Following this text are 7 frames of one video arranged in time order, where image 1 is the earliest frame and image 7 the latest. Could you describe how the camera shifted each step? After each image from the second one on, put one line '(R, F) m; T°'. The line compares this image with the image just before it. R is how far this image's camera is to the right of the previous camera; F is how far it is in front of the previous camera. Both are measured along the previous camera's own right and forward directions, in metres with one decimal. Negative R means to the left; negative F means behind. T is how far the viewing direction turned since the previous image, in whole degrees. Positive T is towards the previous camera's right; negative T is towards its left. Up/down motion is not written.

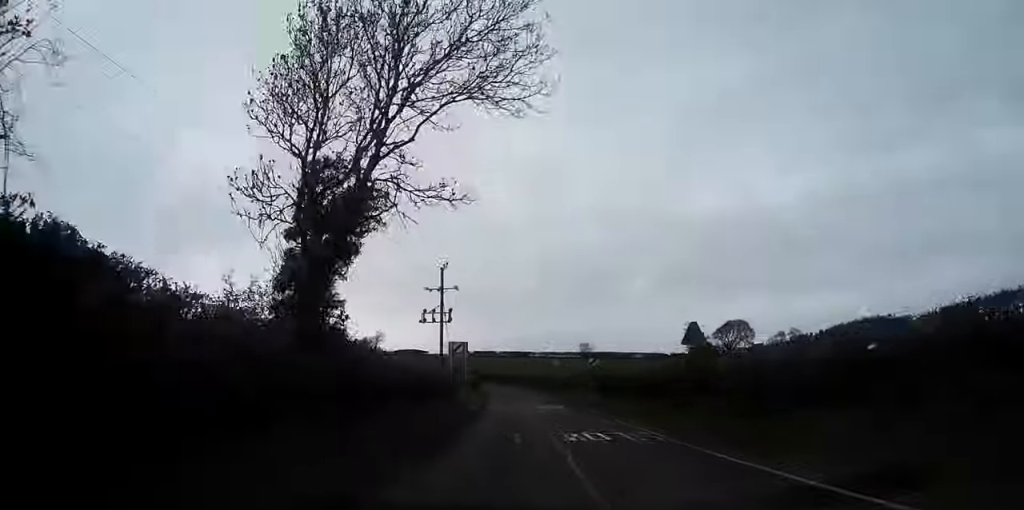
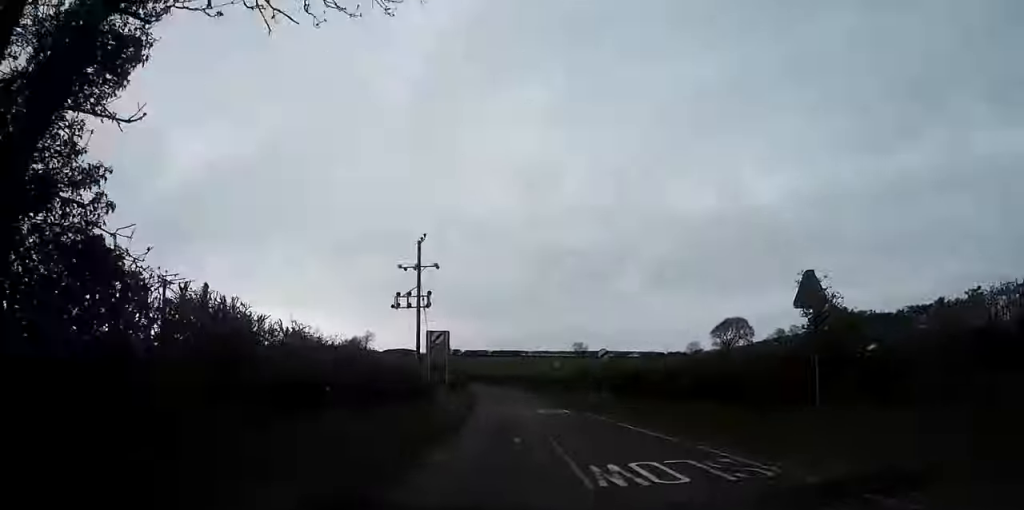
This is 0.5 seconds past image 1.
(+0.3, +8.9) m; +2°
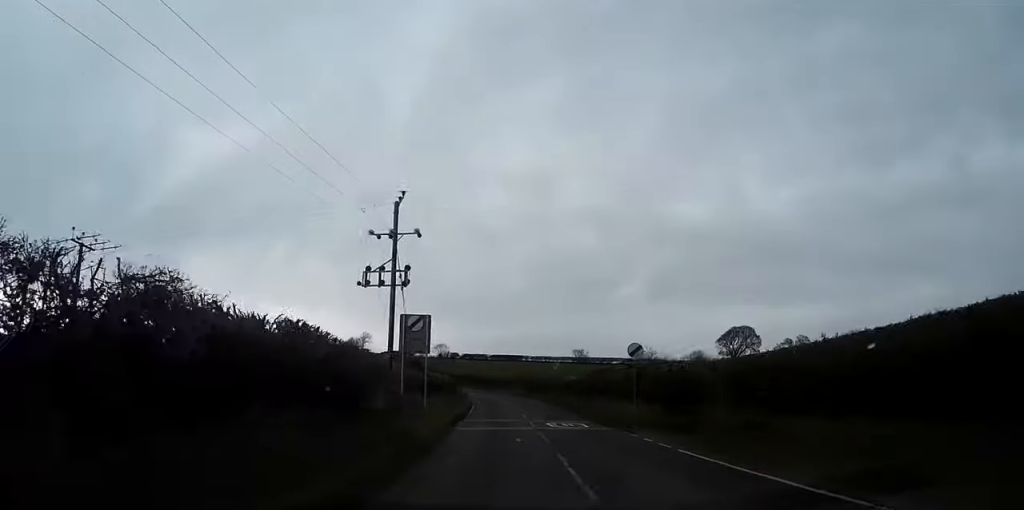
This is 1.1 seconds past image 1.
(+0.3, +9.5) m; +2°
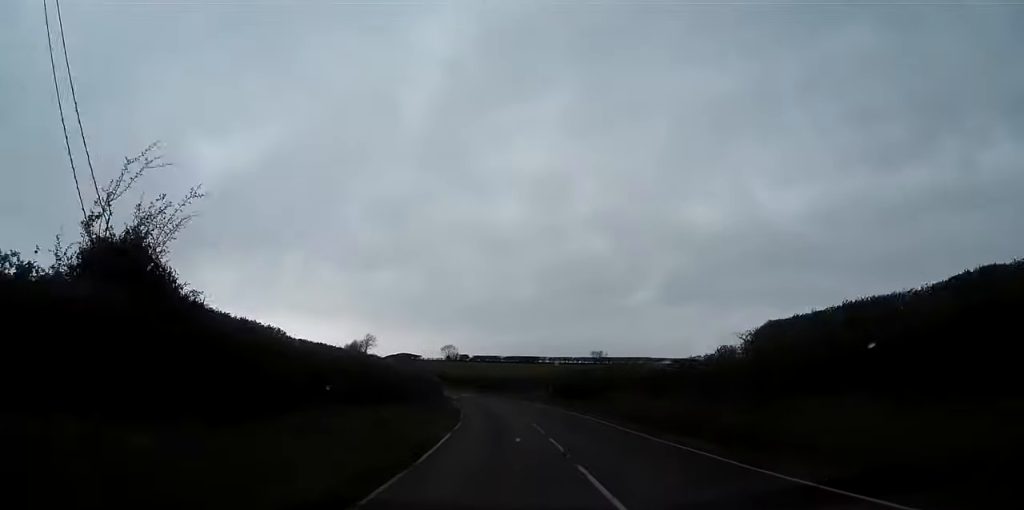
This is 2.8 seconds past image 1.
(-0.2, +29.1) m; -7°
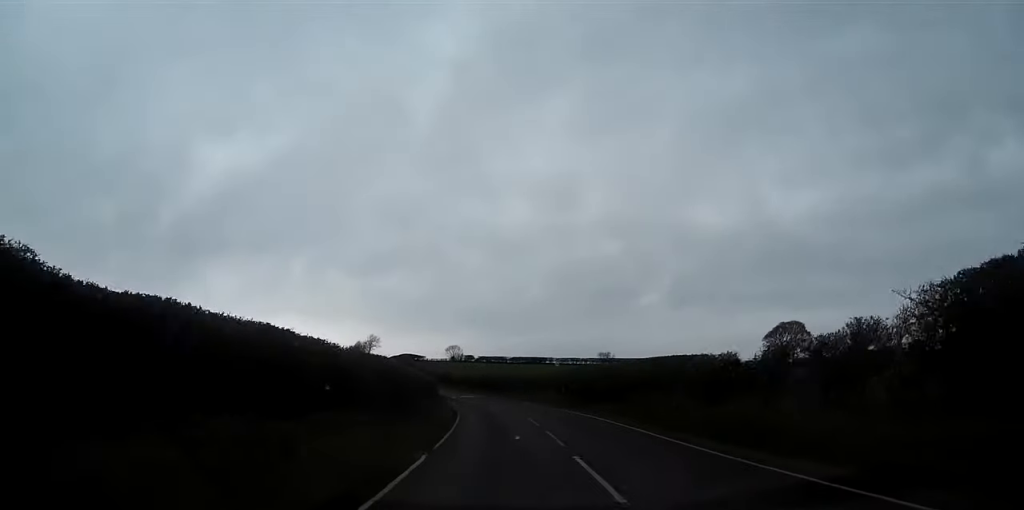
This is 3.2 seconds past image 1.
(+0.5, +7.2) m; -4°
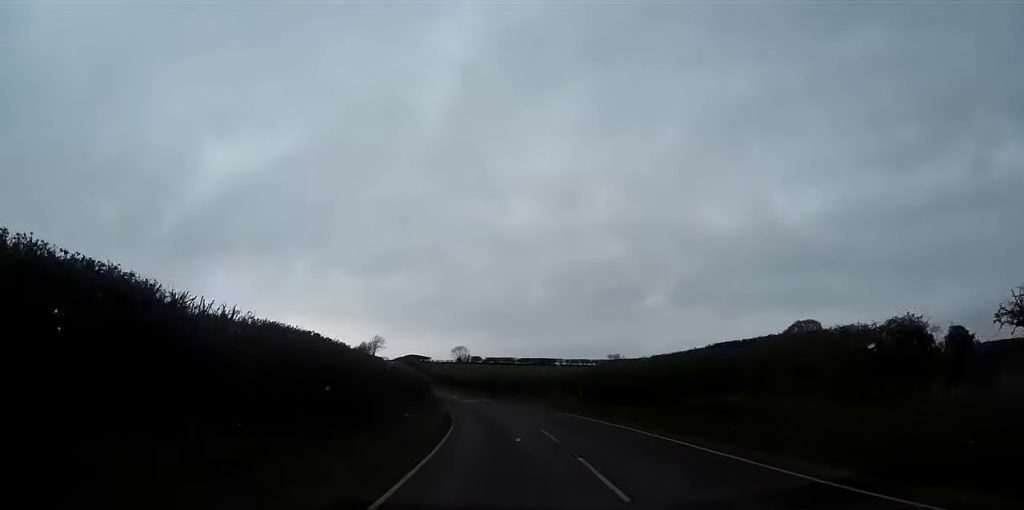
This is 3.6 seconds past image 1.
(-1.4, +8.8) m; -2°
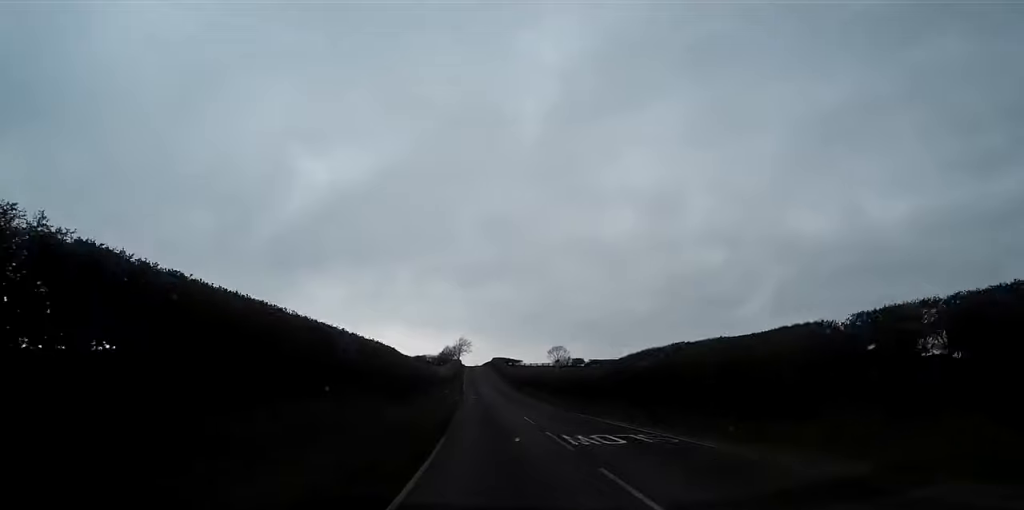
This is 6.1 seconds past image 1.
(-0.4, +48.5) m; -2°
